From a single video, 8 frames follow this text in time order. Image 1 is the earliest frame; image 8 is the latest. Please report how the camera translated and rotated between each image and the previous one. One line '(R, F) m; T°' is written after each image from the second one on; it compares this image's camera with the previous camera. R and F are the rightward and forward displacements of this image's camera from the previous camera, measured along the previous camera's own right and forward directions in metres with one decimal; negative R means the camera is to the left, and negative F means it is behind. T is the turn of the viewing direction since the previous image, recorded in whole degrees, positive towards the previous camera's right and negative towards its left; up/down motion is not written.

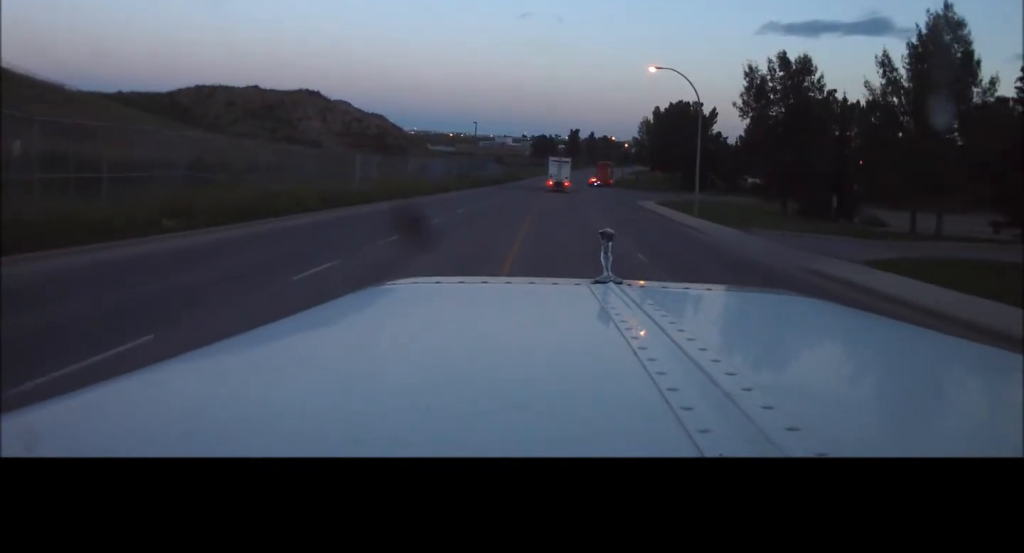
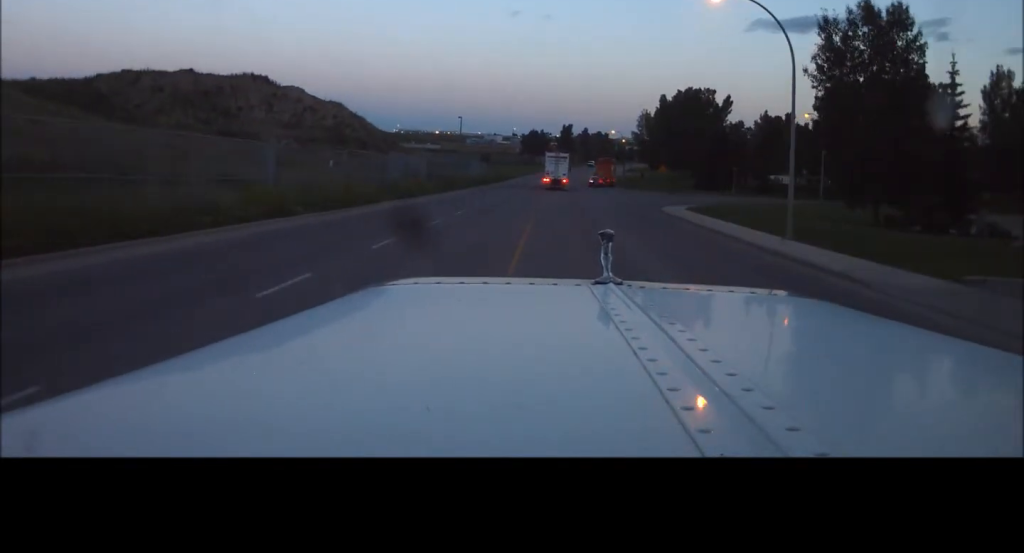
(+0.5, +21.5) m; +1°
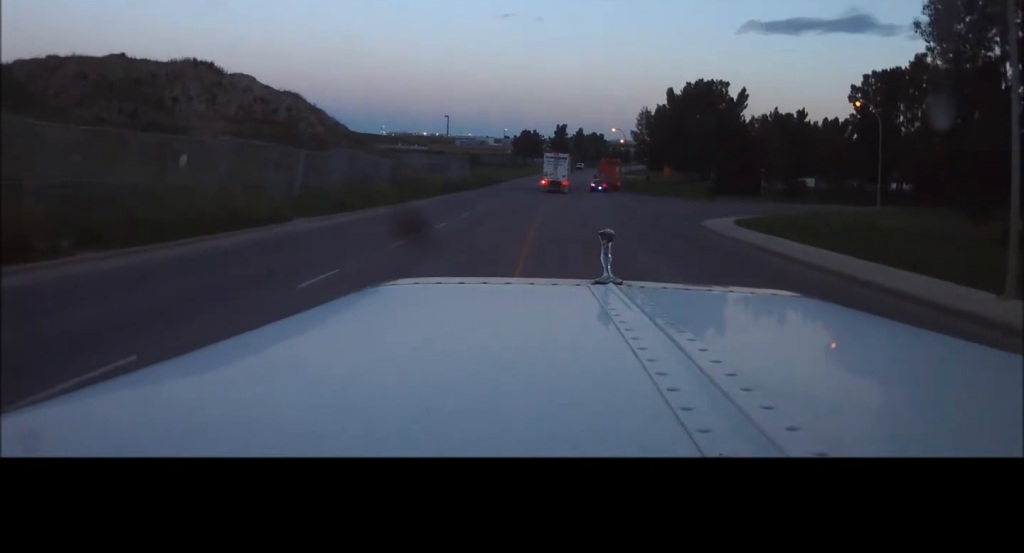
(-0.4, +17.0) m; -1°
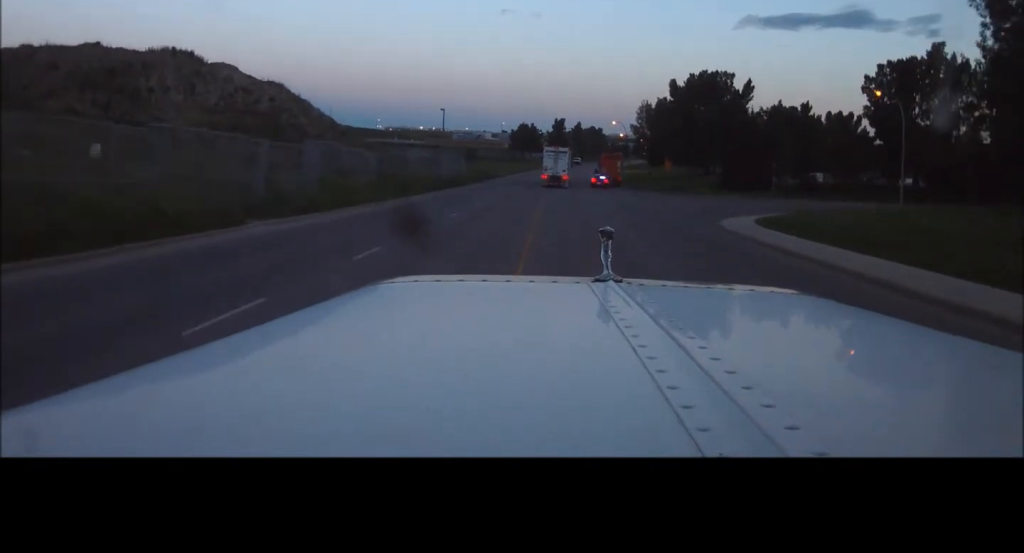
(-0.1, +5.1) m; 0°
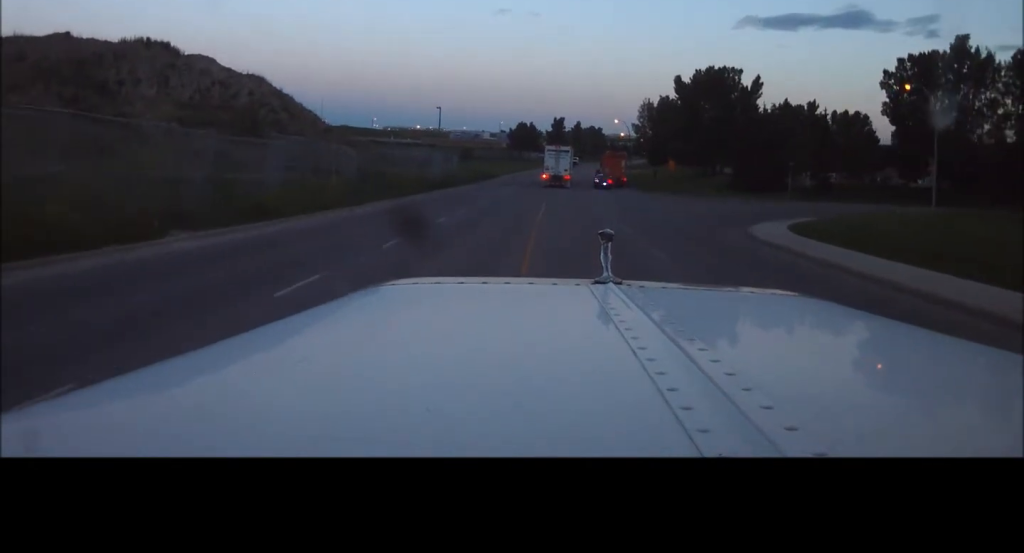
(+0.1, +5.8) m; +1°
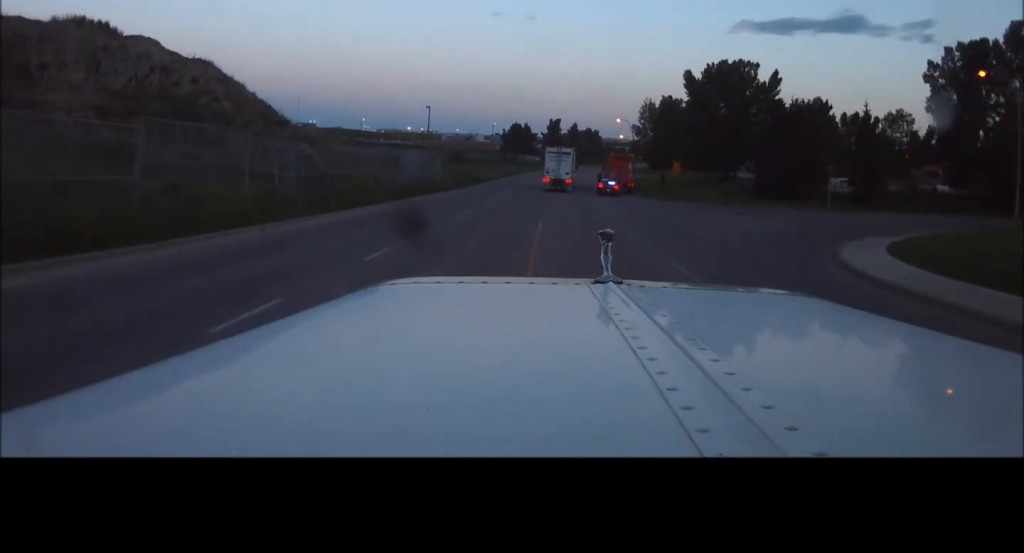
(+0.1, +11.9) m; +1°
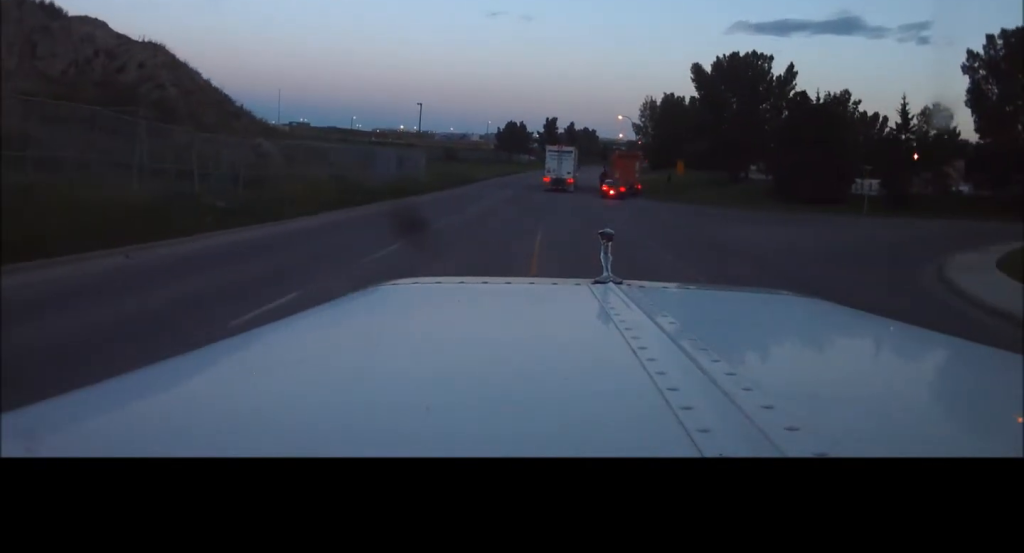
(0.0, +8.7) m; +1°
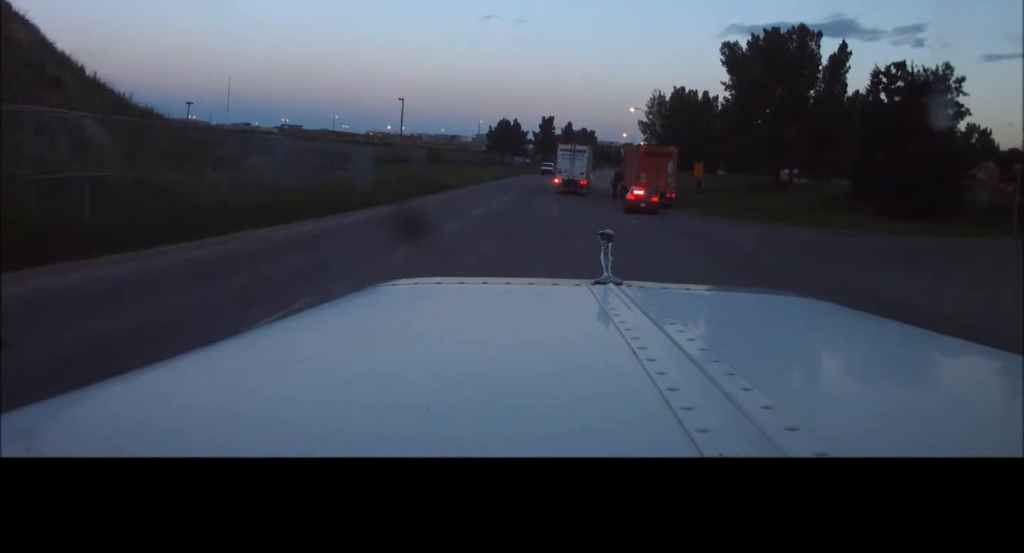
(+0.5, +20.4) m; +2°
